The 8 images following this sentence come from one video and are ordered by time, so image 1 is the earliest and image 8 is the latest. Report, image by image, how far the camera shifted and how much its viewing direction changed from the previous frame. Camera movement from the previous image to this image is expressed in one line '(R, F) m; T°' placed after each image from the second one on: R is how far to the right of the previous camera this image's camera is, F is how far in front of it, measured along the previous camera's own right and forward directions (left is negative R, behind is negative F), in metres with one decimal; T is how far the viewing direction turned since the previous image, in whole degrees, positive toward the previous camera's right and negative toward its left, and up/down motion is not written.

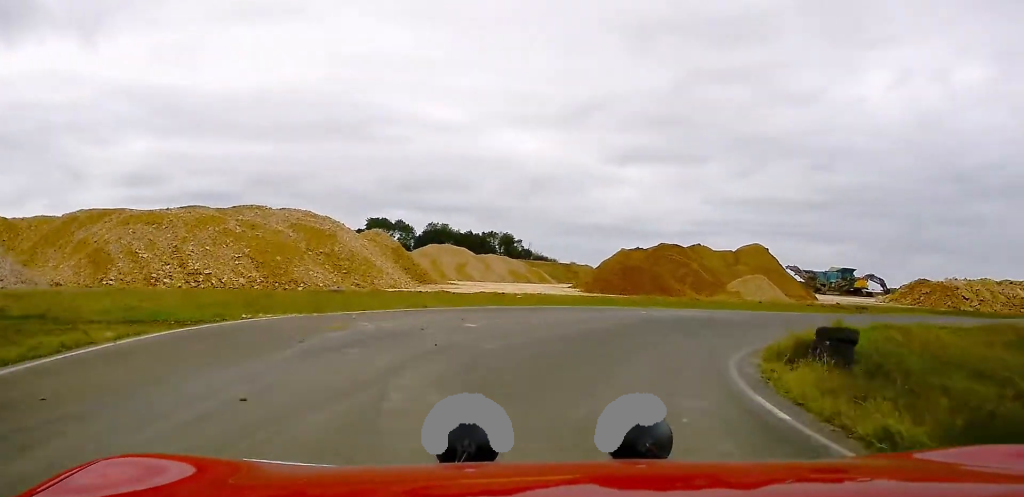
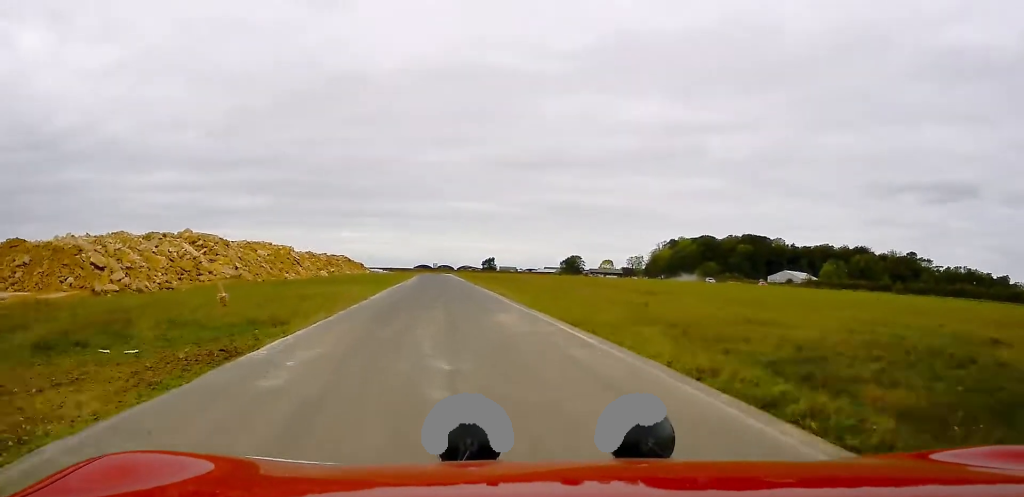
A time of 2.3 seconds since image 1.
(+15.3, +31.2) m; +46°
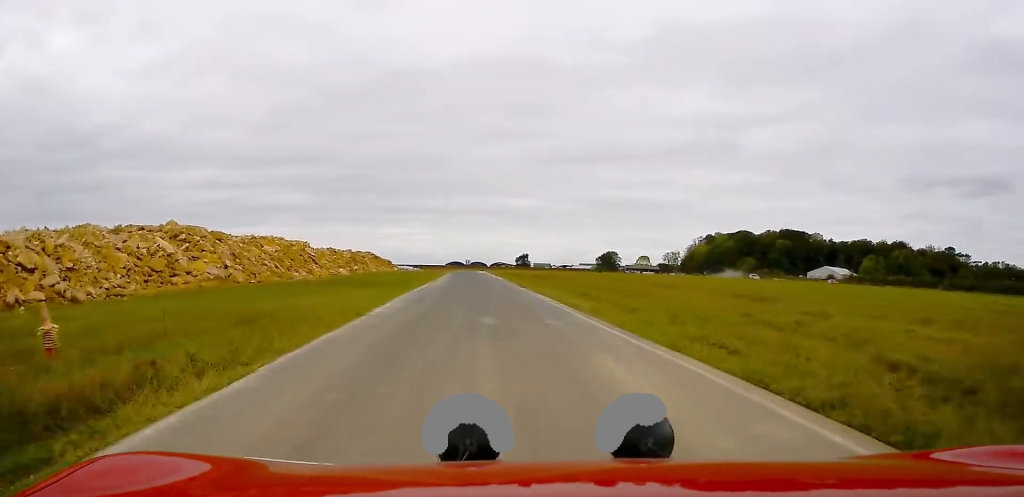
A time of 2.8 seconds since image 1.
(+0.6, +10.3) m; +4°
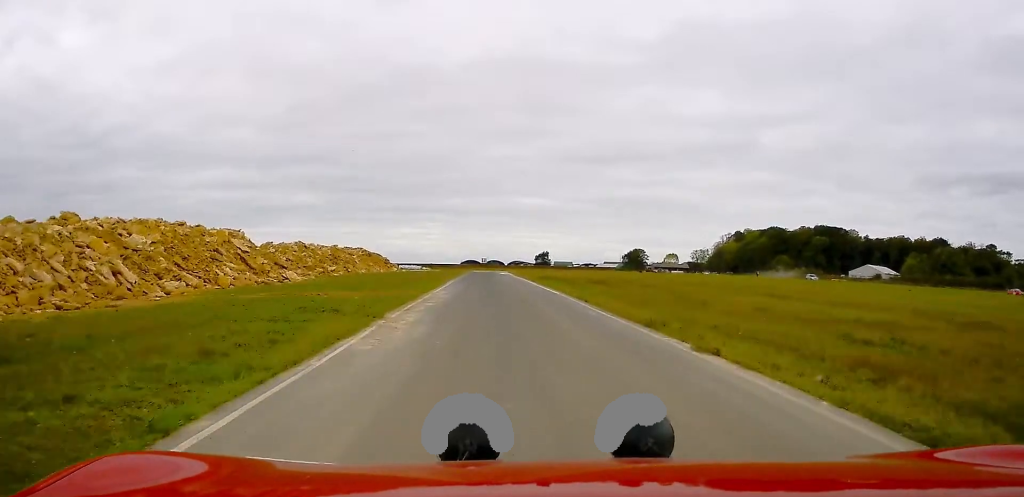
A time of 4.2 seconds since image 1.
(+0.4, +30.9) m; 0°
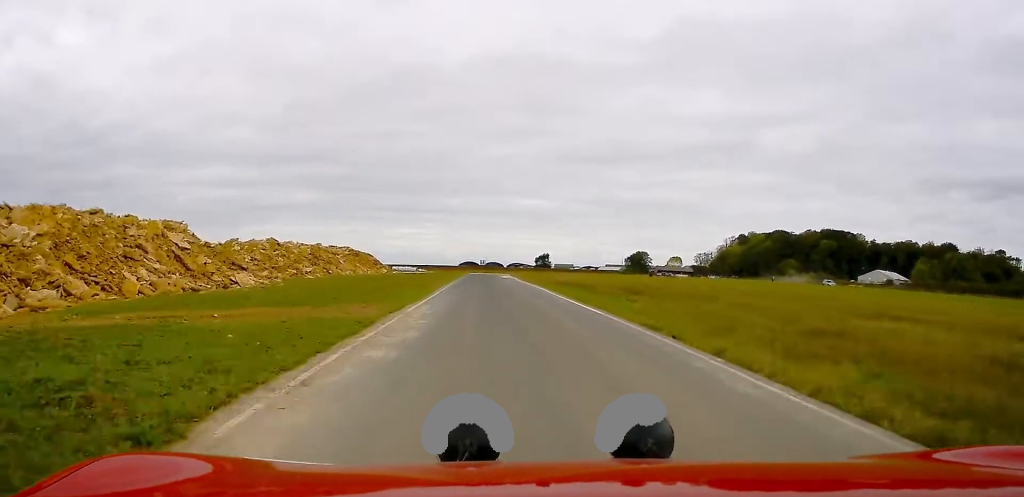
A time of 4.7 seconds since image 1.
(0.0, +11.2) m; 0°
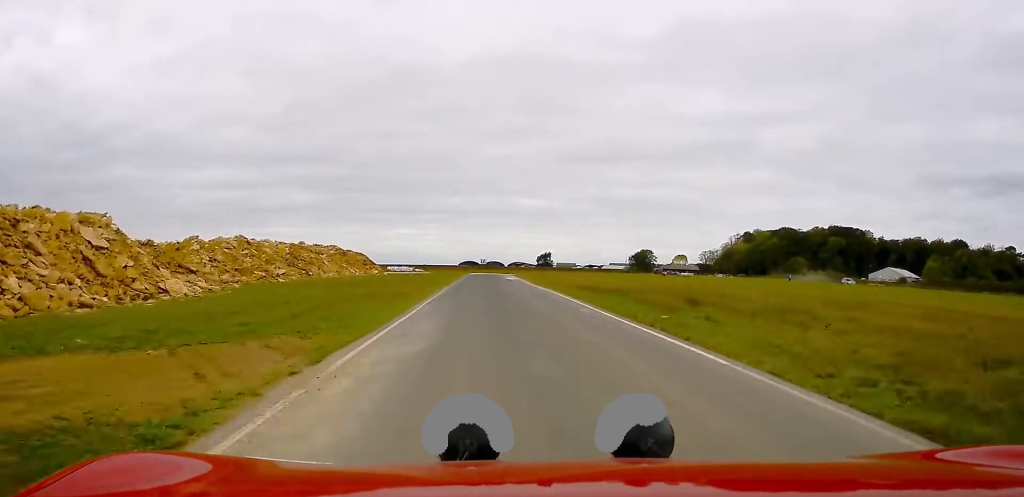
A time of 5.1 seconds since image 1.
(-0.2, +10.0) m; 0°
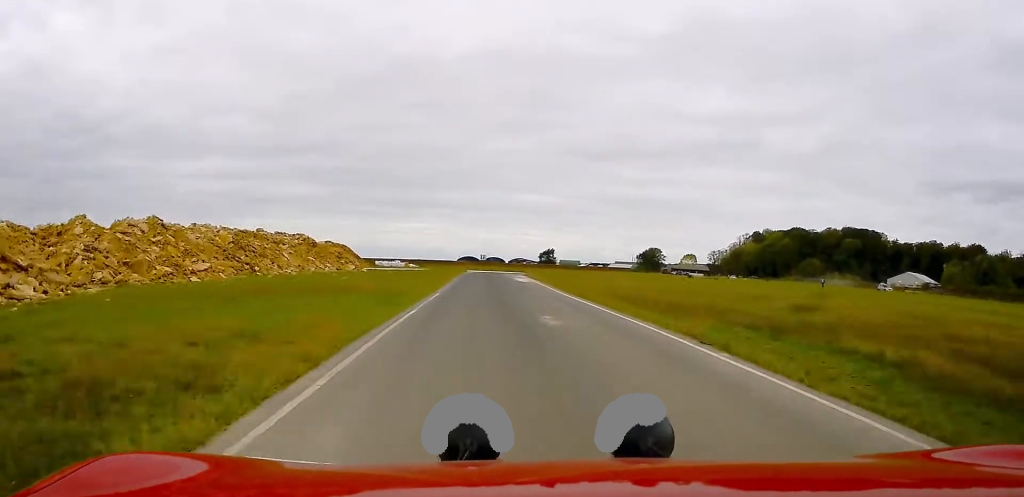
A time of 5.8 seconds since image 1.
(0.0, +17.9) m; +1°
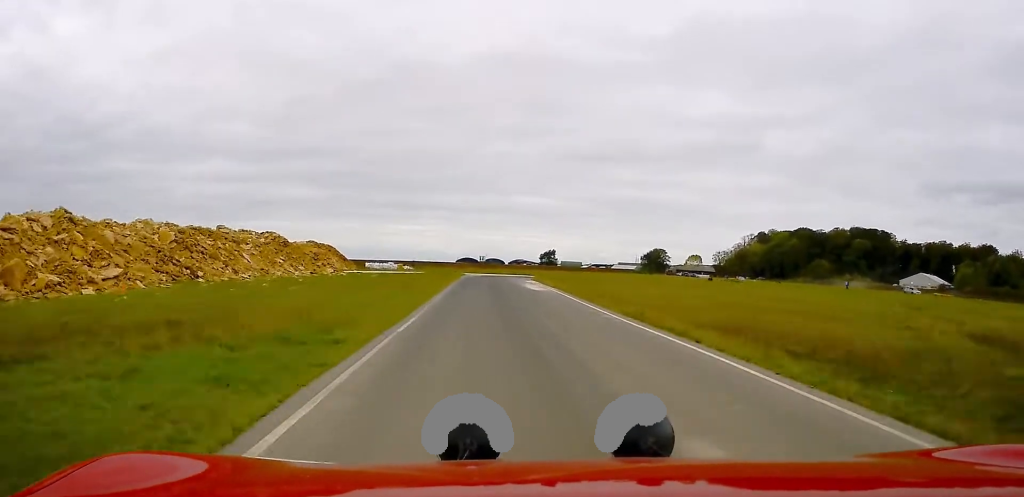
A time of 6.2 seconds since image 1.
(+0.3, +11.4) m; 0°
